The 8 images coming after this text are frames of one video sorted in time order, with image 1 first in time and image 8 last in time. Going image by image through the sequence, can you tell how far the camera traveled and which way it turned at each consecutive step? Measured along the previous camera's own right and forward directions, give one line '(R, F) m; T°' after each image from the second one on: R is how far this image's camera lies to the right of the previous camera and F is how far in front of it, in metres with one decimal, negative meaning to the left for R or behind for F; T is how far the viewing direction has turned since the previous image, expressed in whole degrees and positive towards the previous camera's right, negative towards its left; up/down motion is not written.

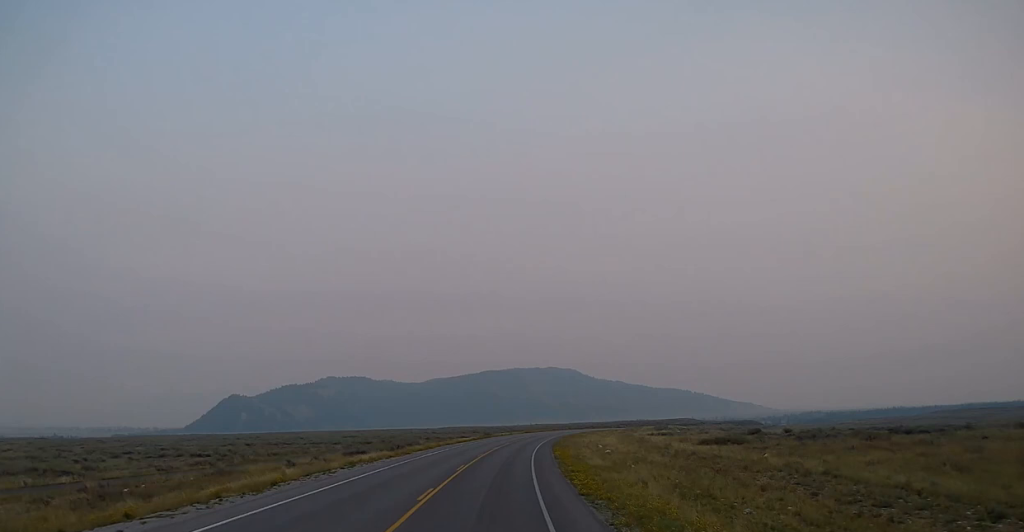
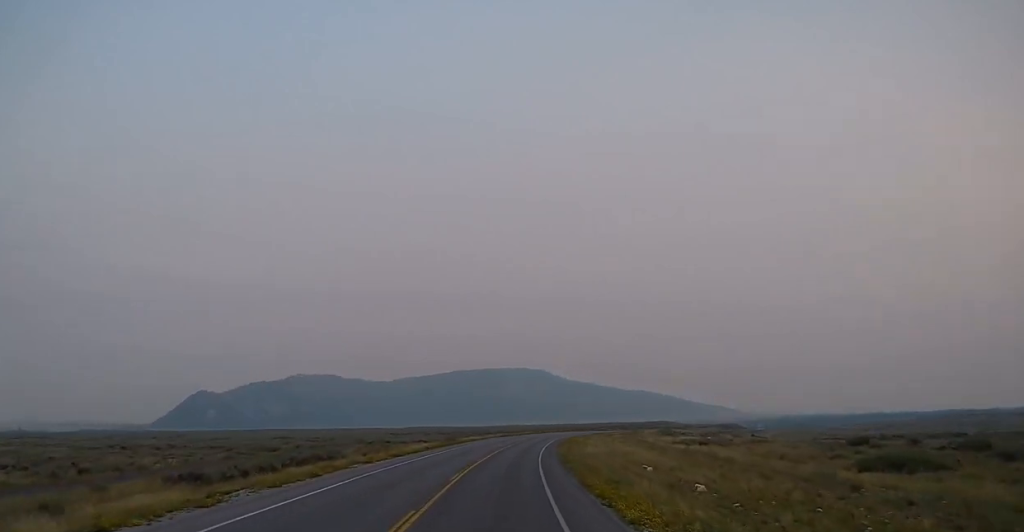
(+0.6, +32.1) m; +3°
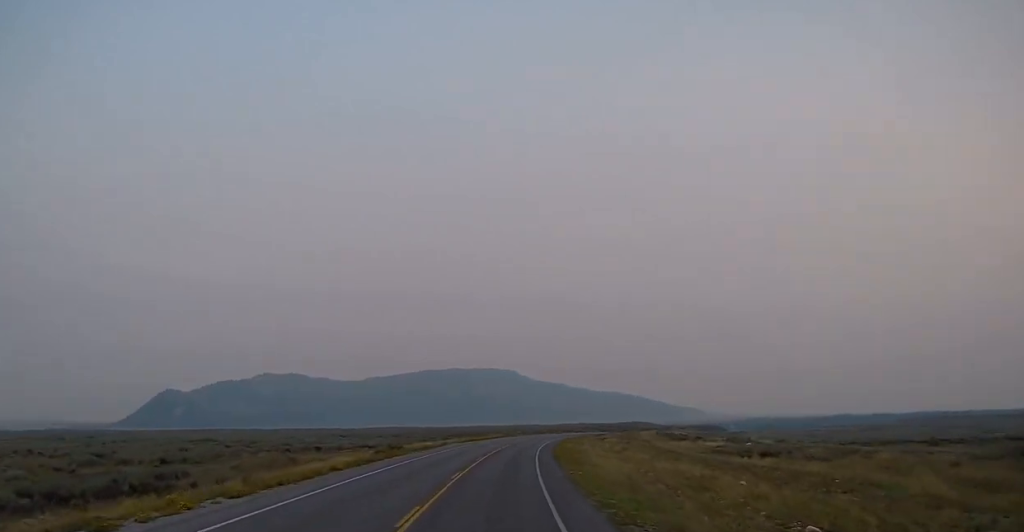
(+0.5, +23.1) m; +3°
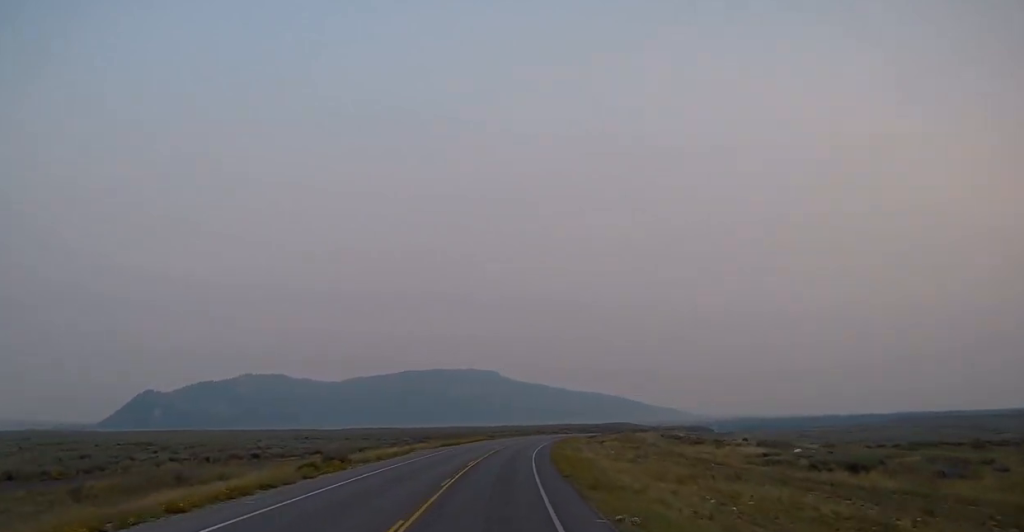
(+0.4, +14.2) m; +2°
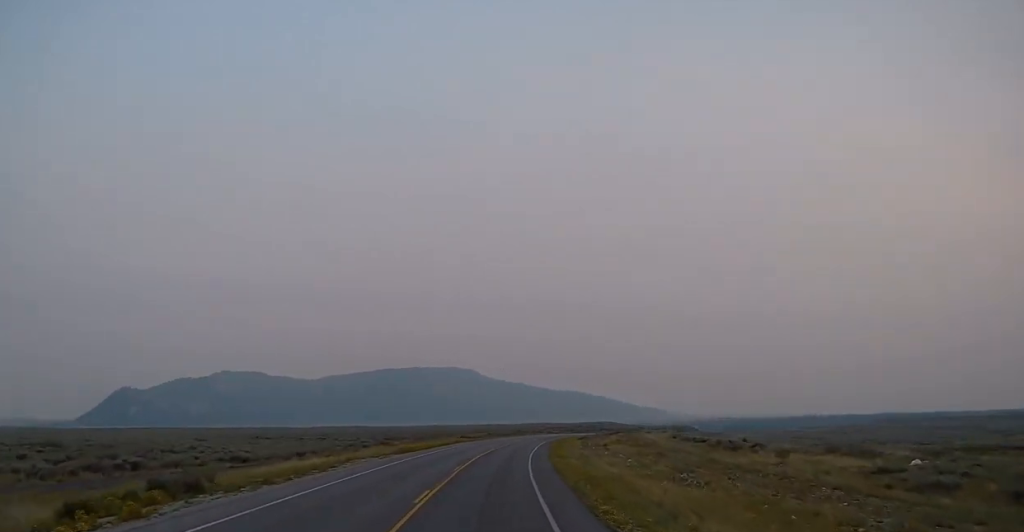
(+0.3, +17.5) m; +1°
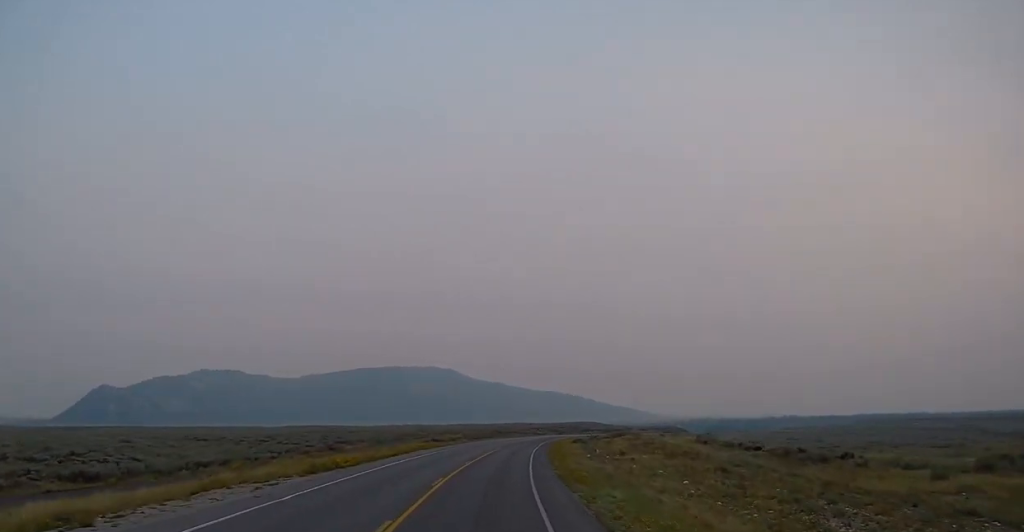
(+0.2, +19.0) m; +2°
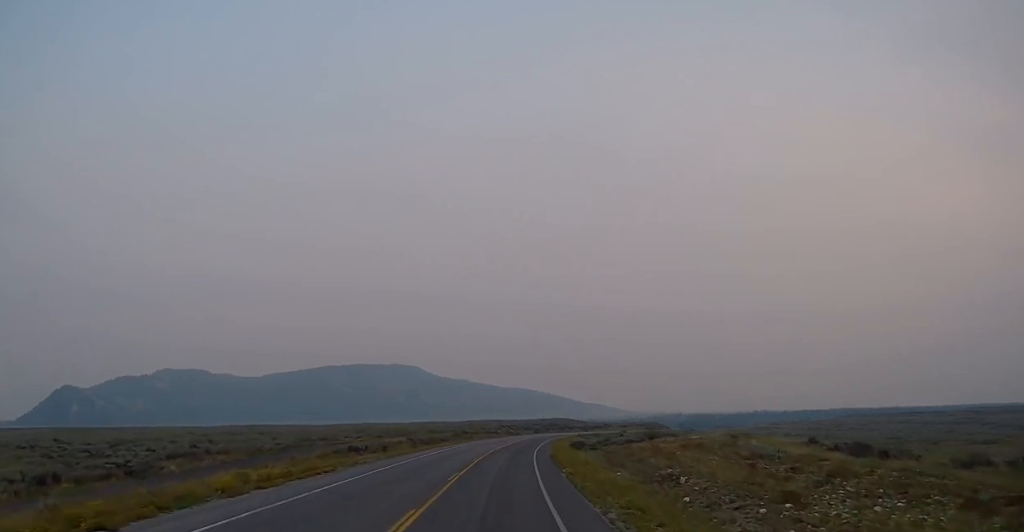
(+1.2, +35.4) m; +4°
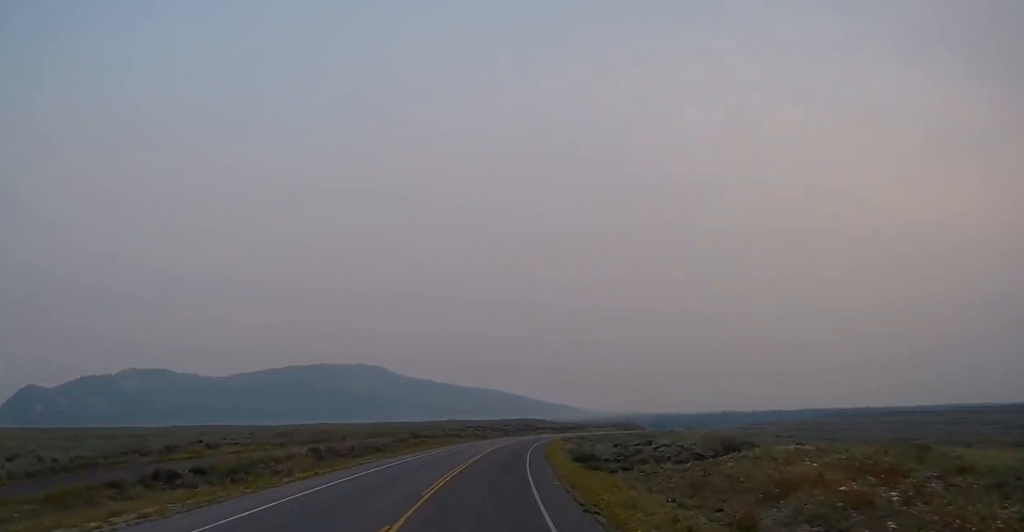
(+0.4, +26.6) m; +2°
